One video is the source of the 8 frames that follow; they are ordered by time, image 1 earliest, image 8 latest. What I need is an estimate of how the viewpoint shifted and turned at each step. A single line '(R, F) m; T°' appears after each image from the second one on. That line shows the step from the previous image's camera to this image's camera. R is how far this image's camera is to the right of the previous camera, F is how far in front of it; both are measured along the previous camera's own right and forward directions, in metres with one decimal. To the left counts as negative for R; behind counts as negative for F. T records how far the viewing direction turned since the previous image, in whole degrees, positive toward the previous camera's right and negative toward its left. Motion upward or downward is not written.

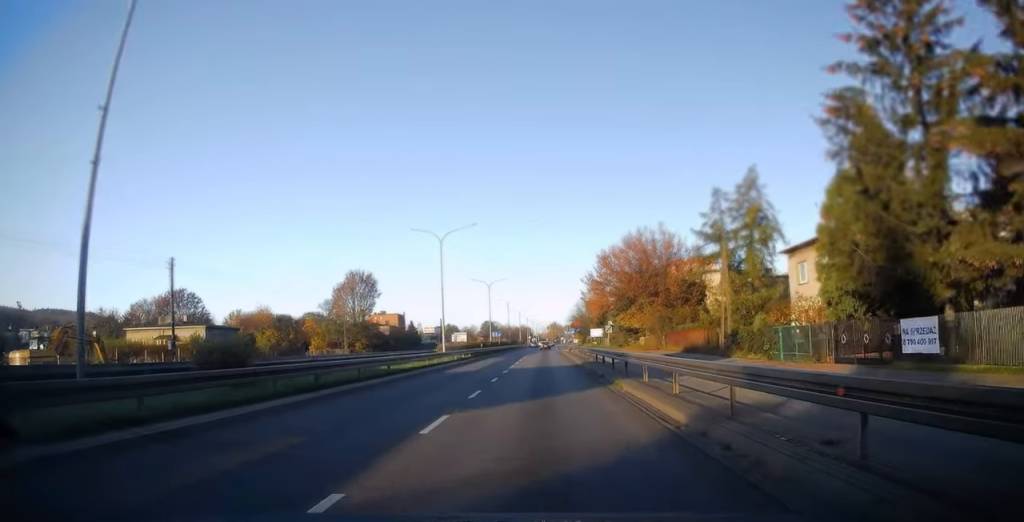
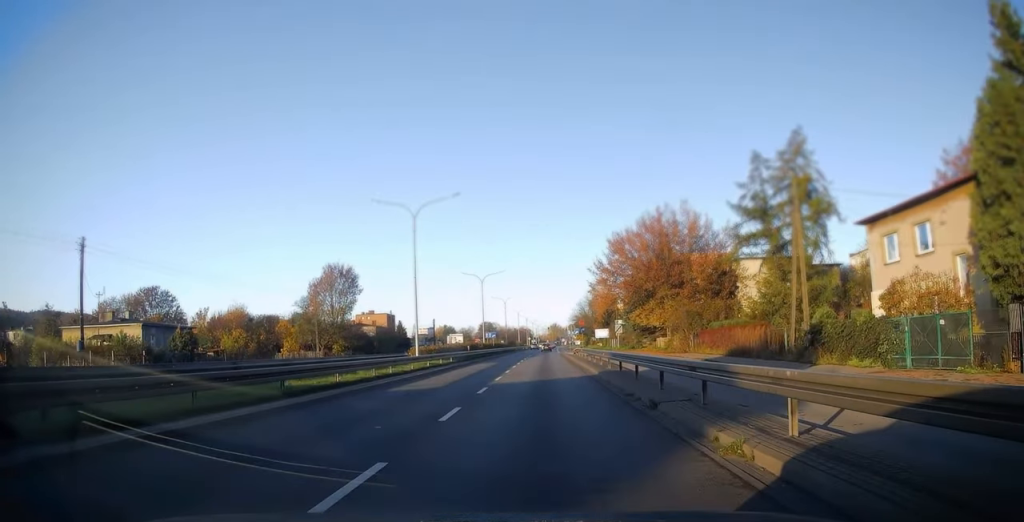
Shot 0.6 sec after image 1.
(+0.3, +10.4) m; 0°
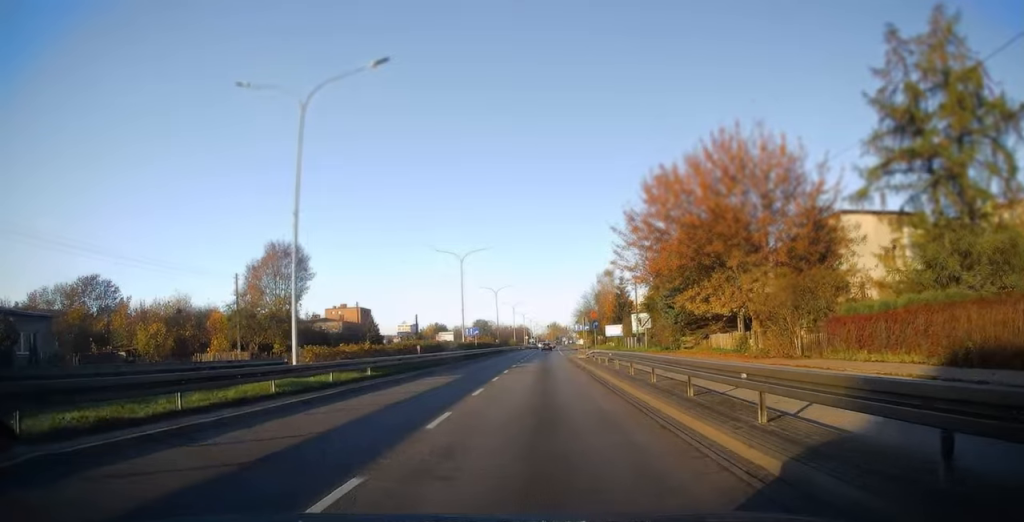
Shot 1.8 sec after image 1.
(-0.2, +19.0) m; -1°
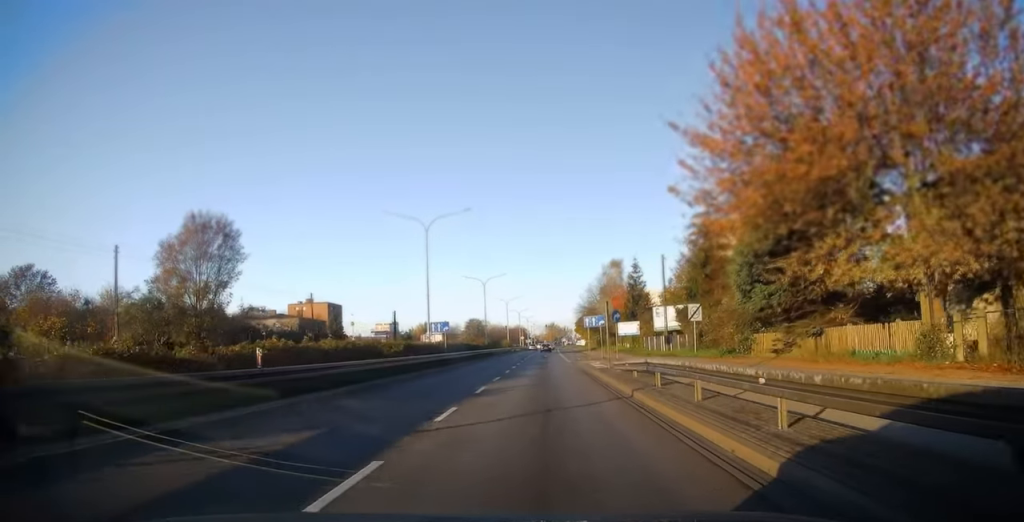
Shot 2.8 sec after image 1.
(+0.1, +16.9) m; 0°
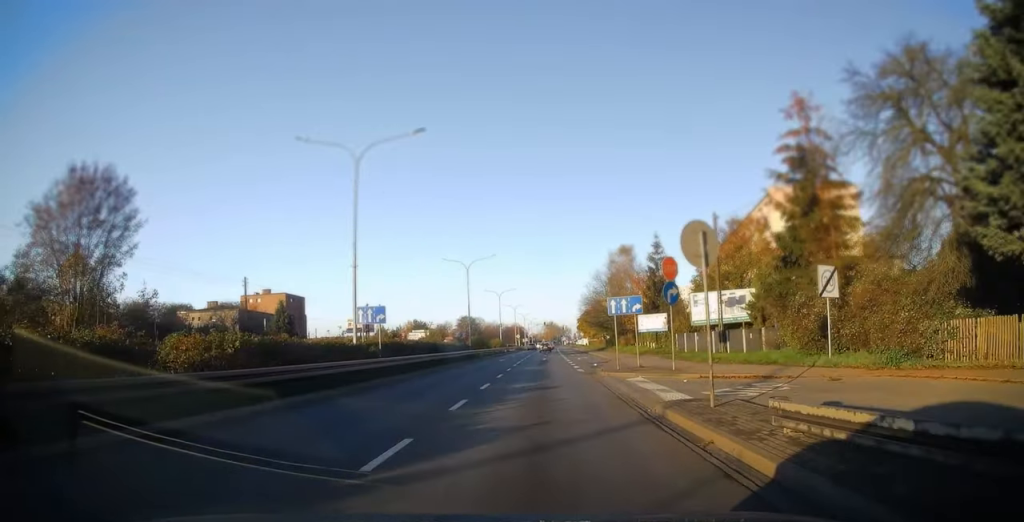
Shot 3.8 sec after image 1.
(0.0, +16.3) m; -1°
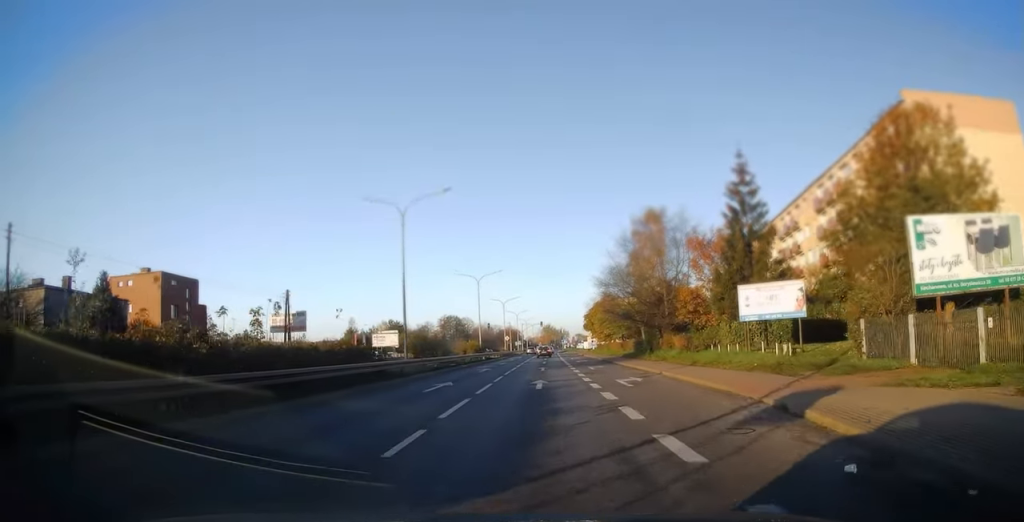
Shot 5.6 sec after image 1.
(+0.2, +29.2) m; +1°
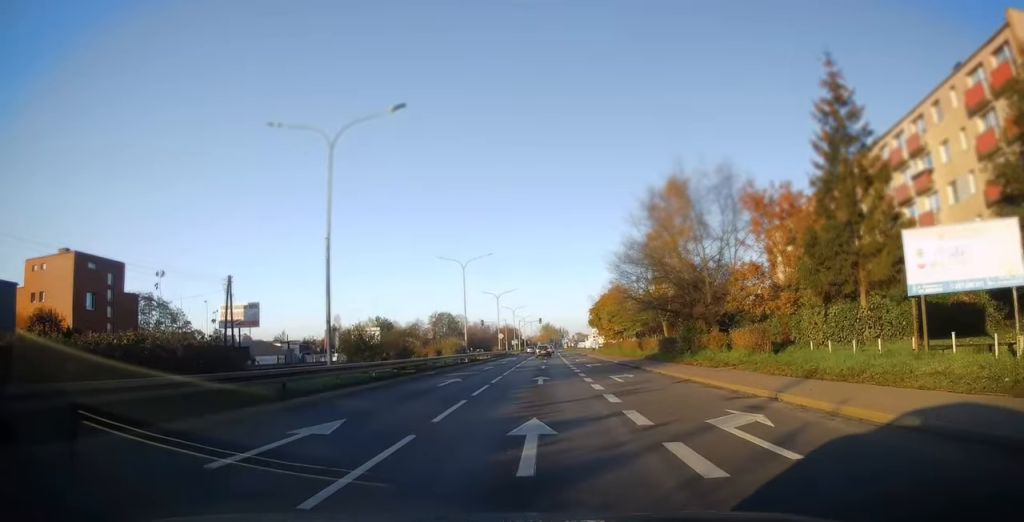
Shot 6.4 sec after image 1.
(0.0, +12.8) m; 0°
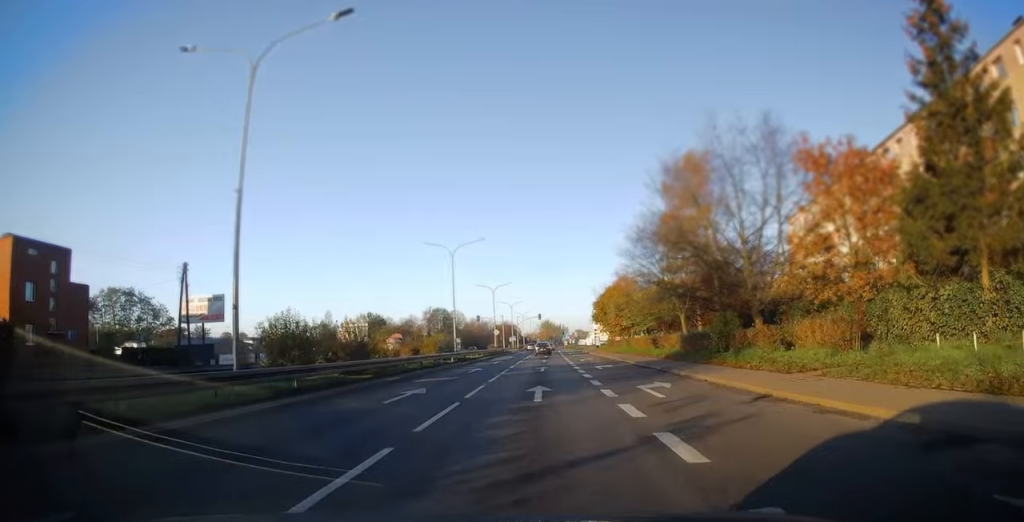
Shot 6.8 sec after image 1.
(-0.2, +7.4) m; 0°
